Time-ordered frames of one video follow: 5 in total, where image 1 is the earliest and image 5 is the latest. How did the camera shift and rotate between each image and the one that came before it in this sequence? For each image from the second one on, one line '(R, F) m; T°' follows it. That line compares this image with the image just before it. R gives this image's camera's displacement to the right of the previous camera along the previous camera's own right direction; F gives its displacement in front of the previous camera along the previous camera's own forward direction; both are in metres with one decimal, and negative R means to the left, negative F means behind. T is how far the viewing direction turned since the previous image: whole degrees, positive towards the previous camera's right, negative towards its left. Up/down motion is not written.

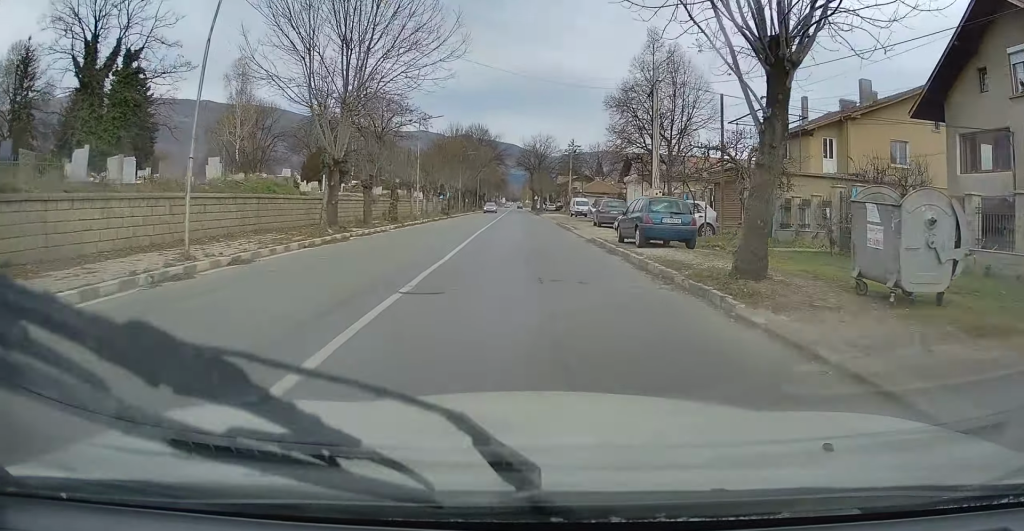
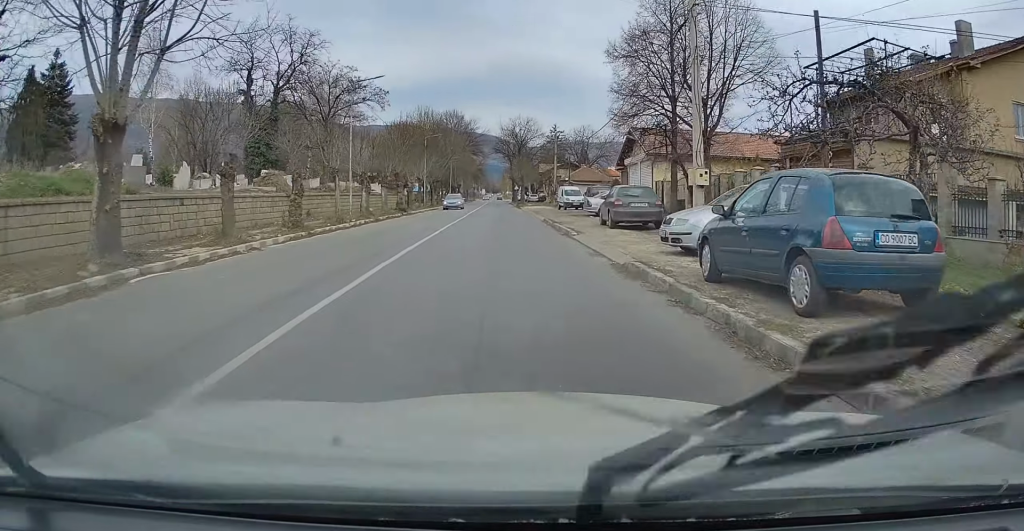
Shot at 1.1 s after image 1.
(+0.1, +11.7) m; -1°
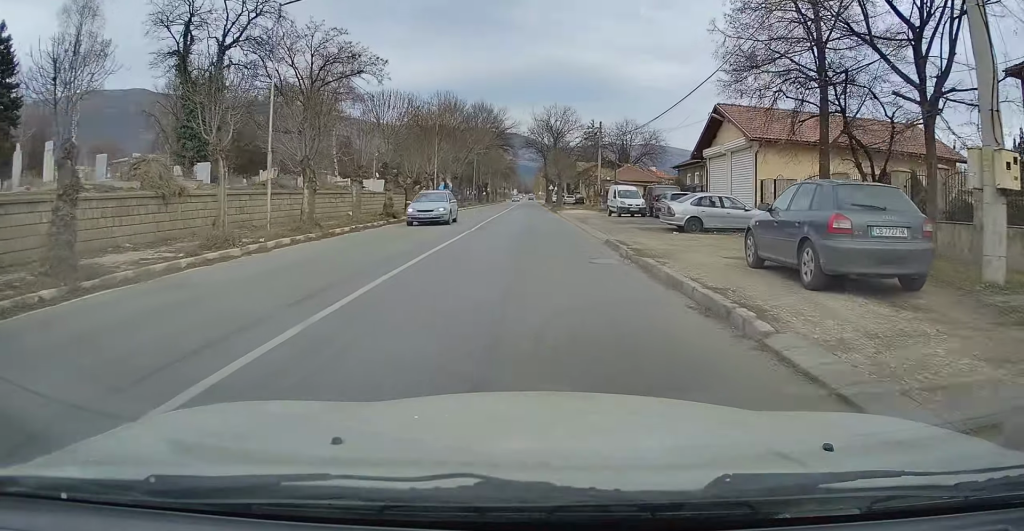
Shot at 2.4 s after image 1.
(-0.4, +13.3) m; -2°
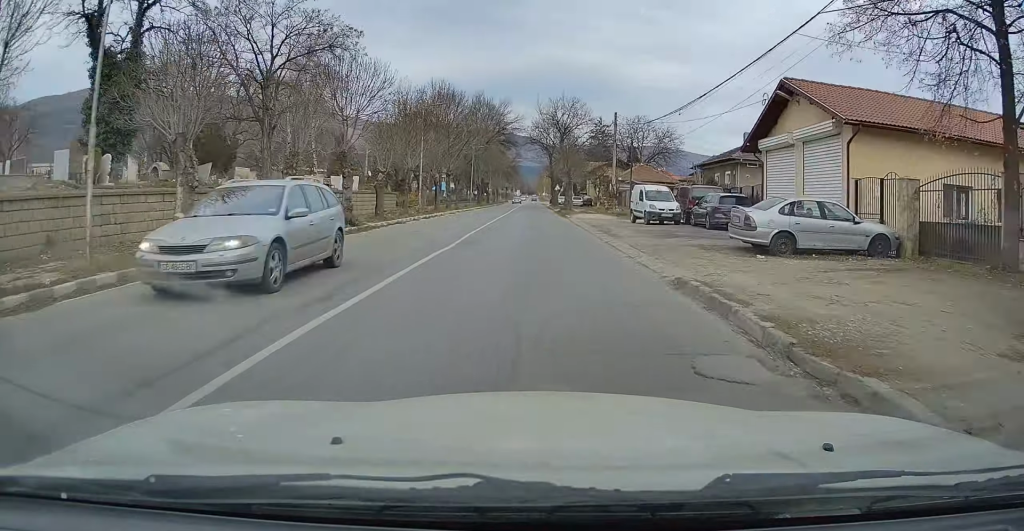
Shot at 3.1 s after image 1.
(+0.1, +8.0) m; +1°
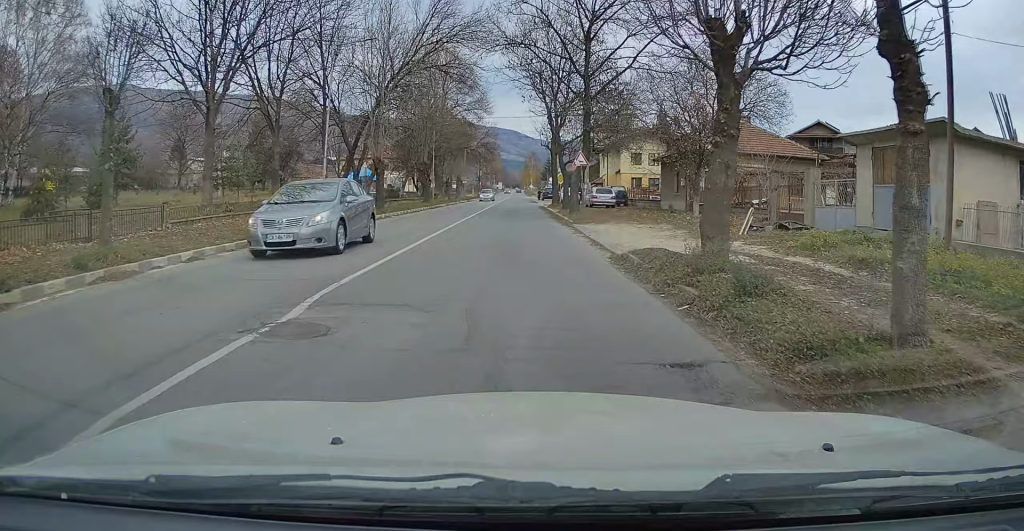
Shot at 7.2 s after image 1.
(+1.0, +46.3) m; 0°
